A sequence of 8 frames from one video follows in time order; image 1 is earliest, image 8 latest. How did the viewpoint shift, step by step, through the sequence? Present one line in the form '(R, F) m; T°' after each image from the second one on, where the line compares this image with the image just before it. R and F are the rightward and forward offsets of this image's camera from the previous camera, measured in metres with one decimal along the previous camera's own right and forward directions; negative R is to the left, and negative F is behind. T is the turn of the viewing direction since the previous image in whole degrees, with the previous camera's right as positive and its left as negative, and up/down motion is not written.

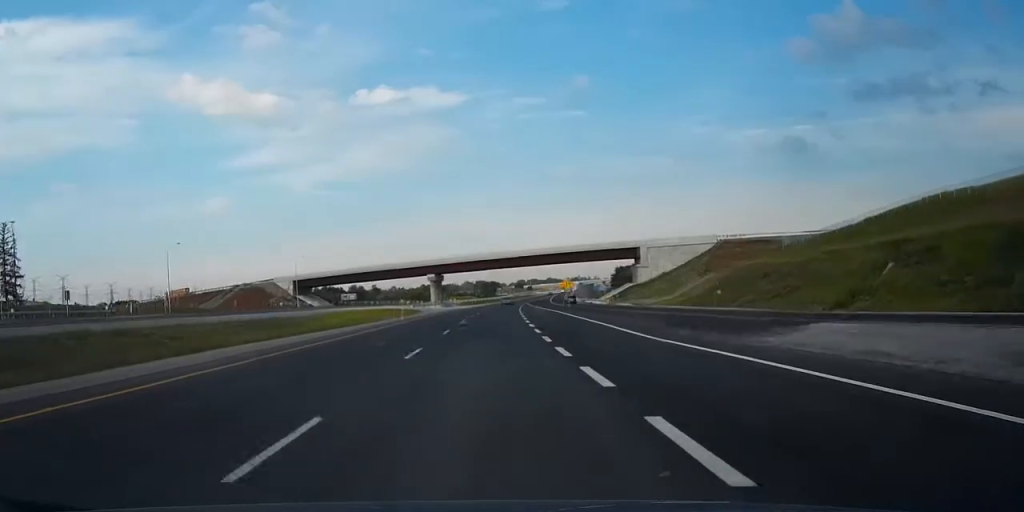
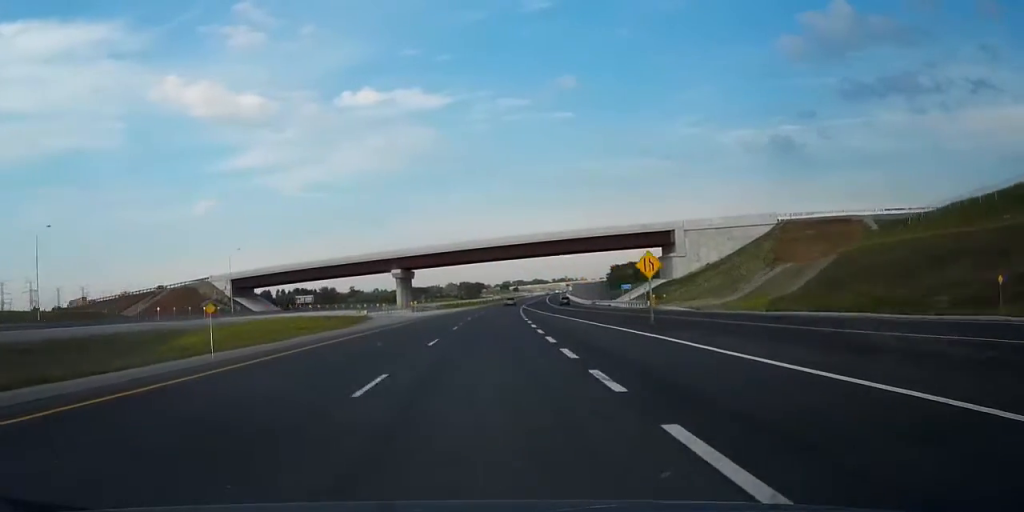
(0.0, +42.0) m; +1°
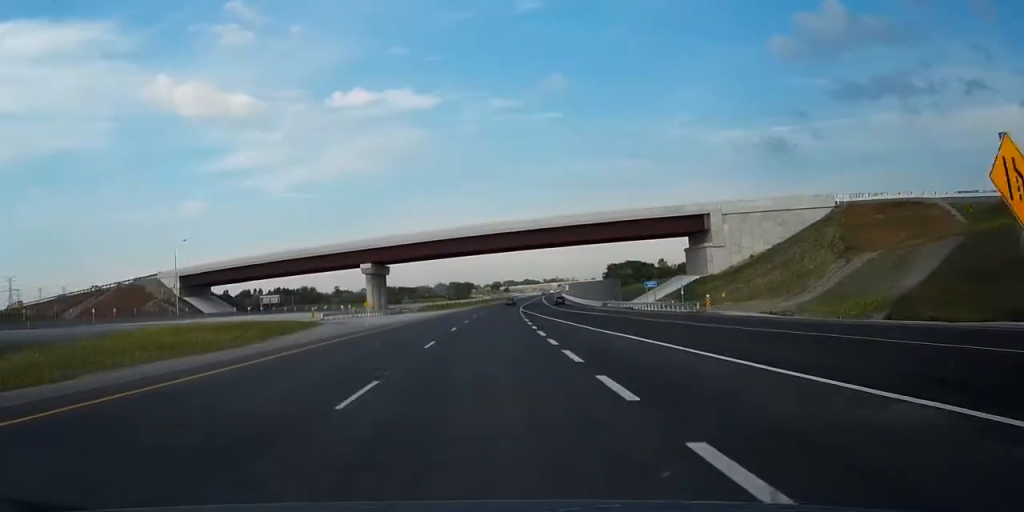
(+0.4, +24.6) m; +1°
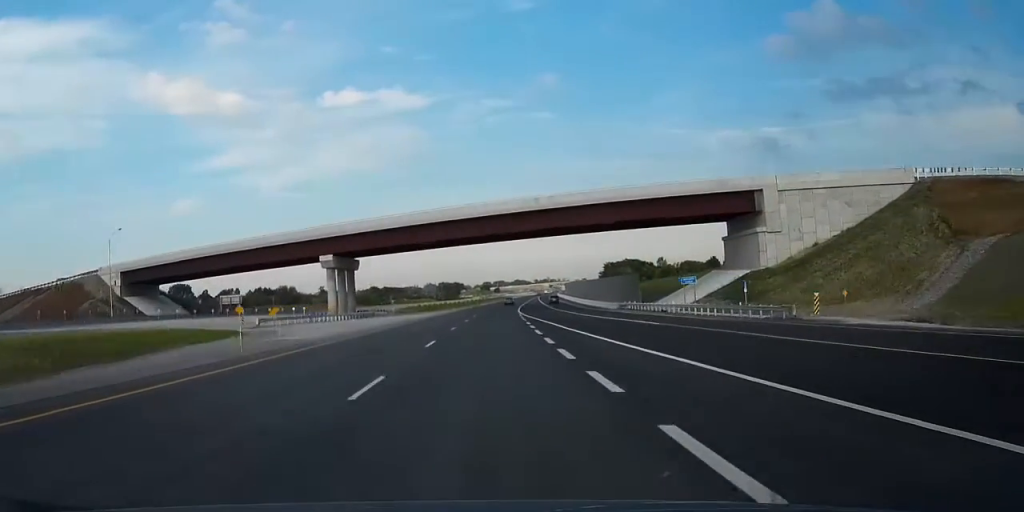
(+0.2, +22.5) m; +1°
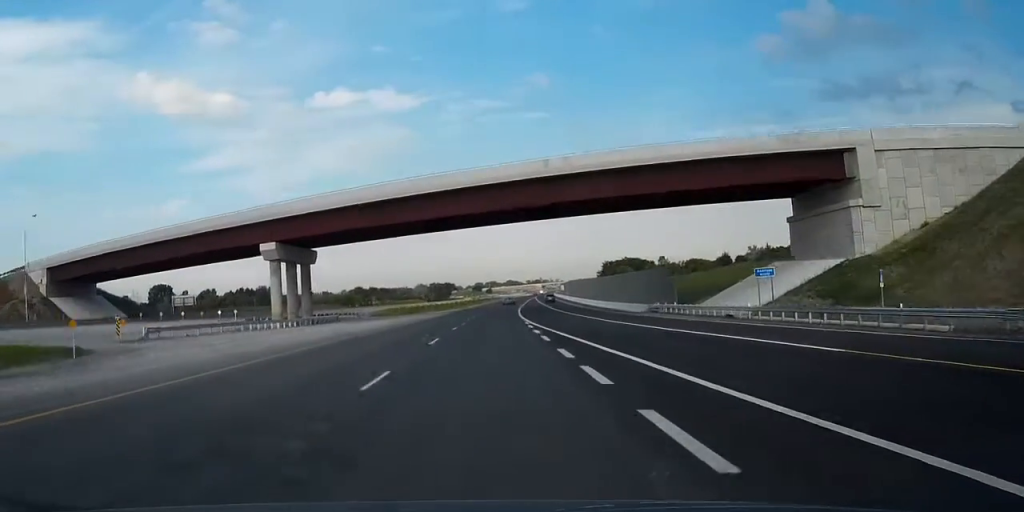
(+0.1, +22.5) m; +1°
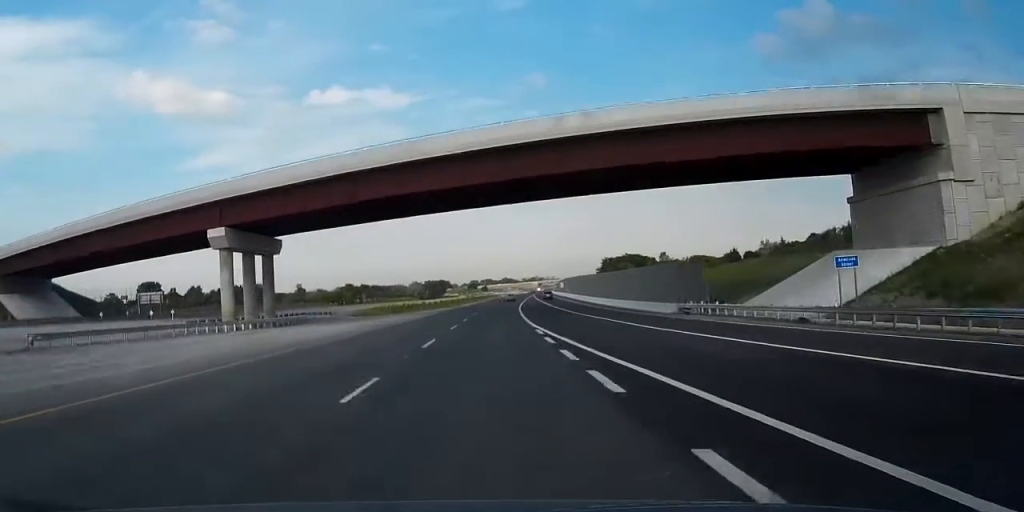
(0.0, +13.3) m; 0°
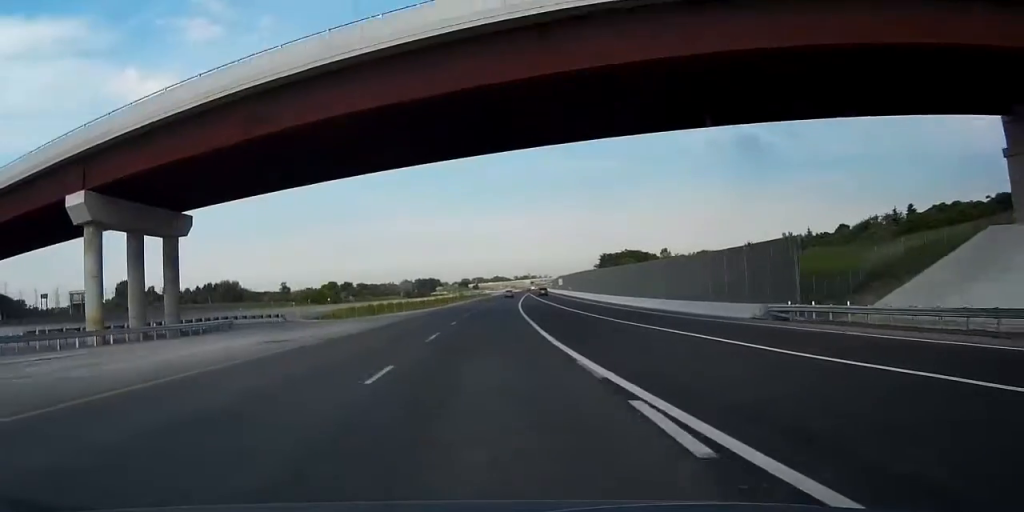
(+0.1, +21.5) m; +1°
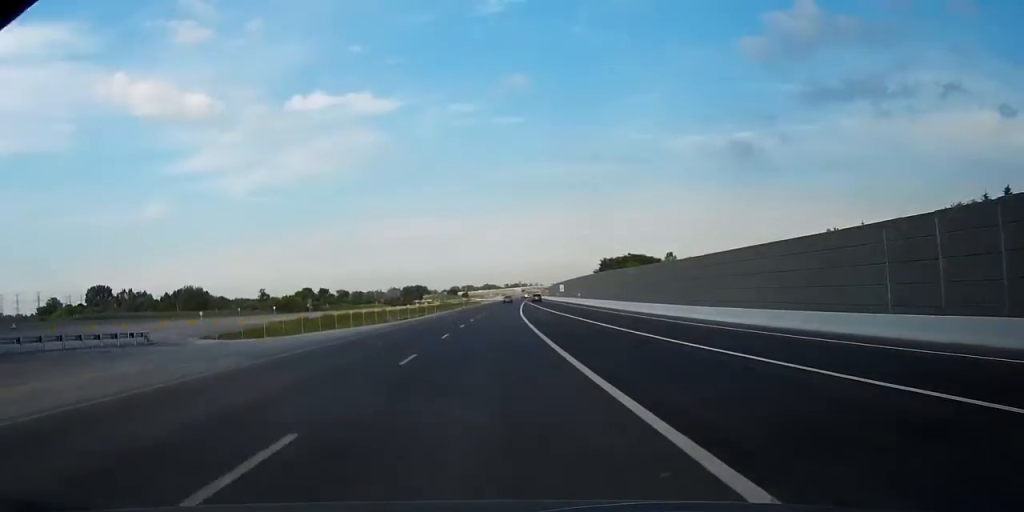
(+0.2, +30.8) m; +1°
